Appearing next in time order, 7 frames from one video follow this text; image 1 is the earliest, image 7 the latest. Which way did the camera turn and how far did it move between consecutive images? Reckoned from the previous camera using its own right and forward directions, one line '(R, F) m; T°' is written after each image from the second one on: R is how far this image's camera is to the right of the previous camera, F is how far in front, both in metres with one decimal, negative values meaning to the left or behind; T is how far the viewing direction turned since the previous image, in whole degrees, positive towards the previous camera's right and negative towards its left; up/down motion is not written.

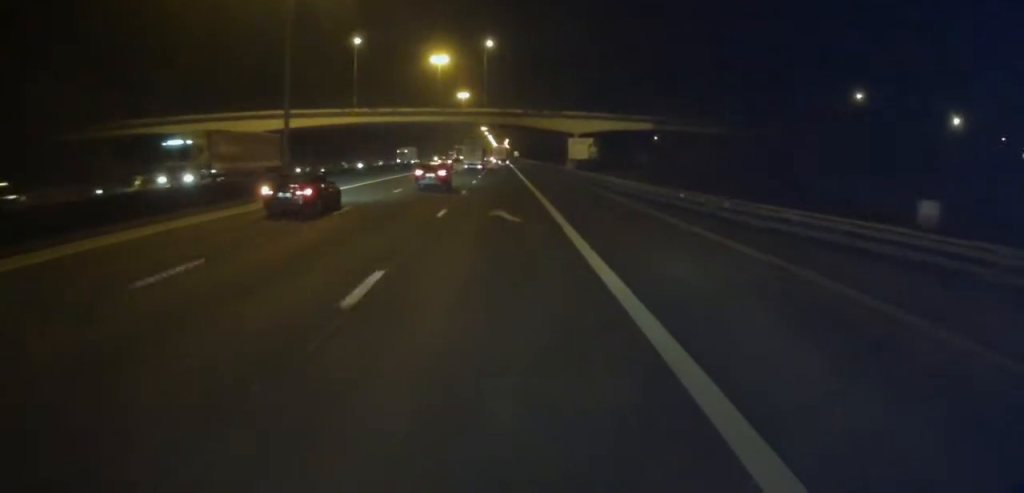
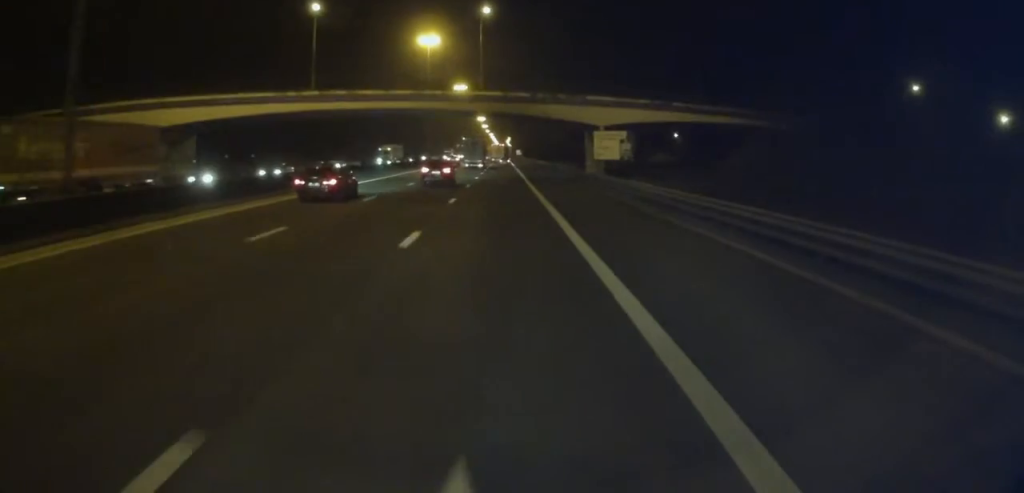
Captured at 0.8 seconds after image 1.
(0.0, +19.6) m; 0°
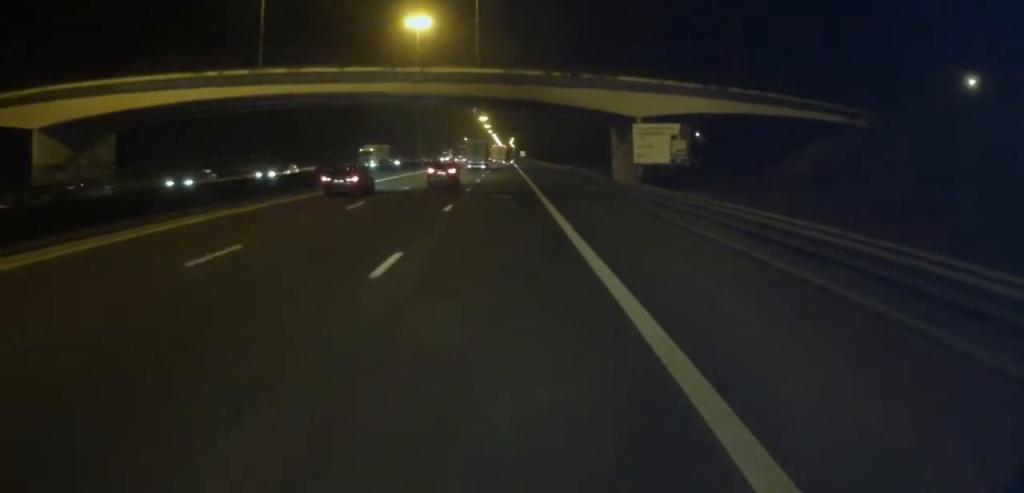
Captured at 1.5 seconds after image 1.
(+0.1, +15.7) m; -1°
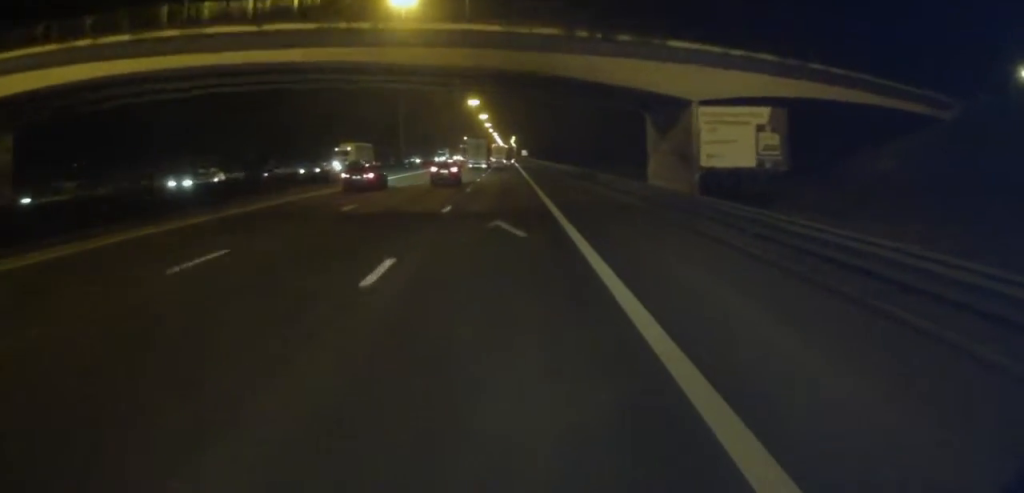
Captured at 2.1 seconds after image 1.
(-0.4, +13.4) m; 0°
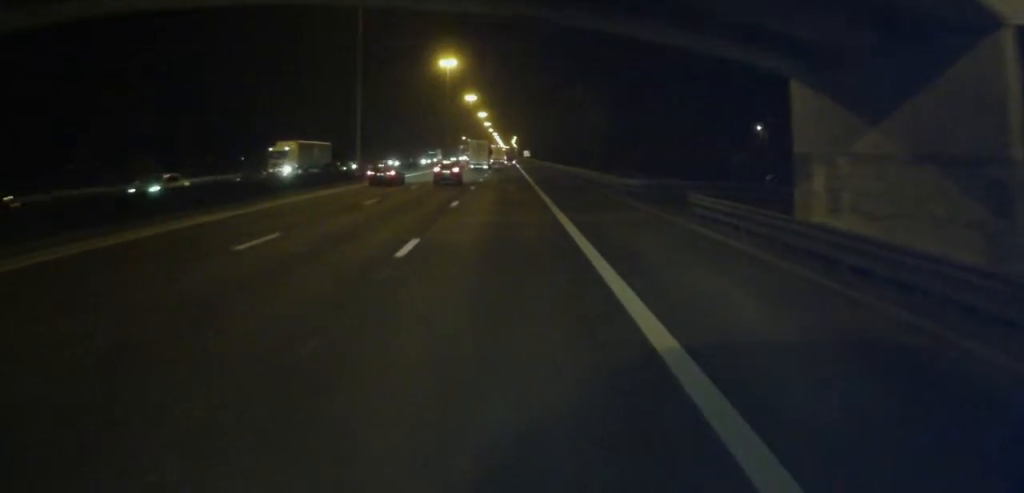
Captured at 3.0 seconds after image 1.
(+0.1, +22.0) m; +1°
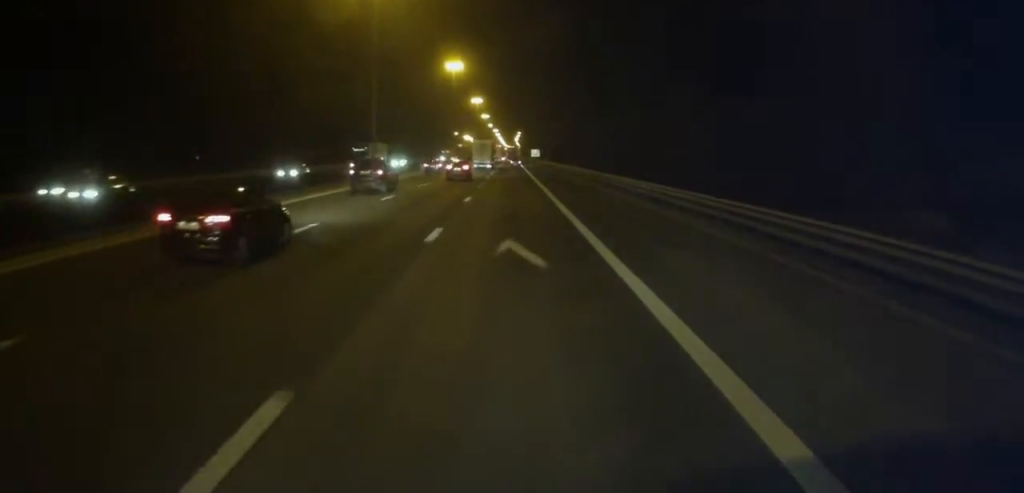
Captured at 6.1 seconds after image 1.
(-0.1, +72.1) m; -1°
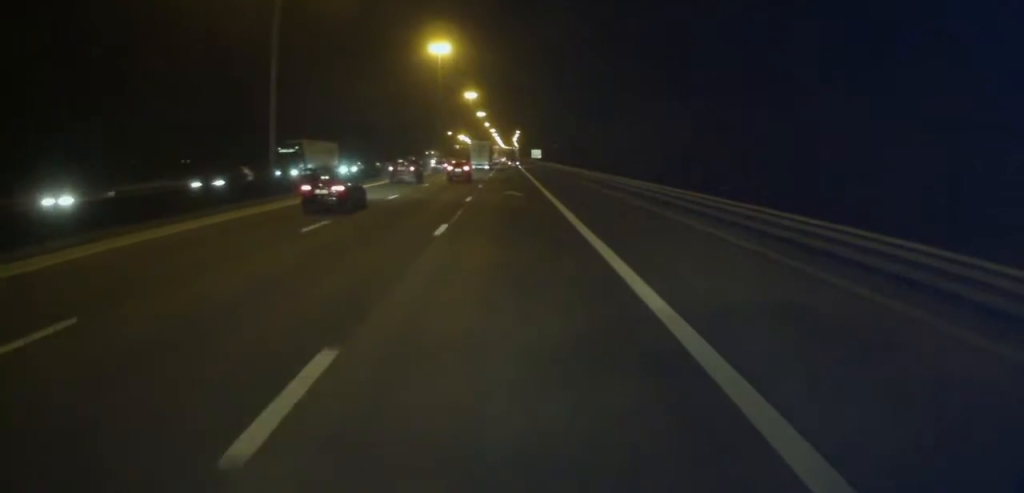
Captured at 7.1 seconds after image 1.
(+0.2, +23.5) m; +1°
